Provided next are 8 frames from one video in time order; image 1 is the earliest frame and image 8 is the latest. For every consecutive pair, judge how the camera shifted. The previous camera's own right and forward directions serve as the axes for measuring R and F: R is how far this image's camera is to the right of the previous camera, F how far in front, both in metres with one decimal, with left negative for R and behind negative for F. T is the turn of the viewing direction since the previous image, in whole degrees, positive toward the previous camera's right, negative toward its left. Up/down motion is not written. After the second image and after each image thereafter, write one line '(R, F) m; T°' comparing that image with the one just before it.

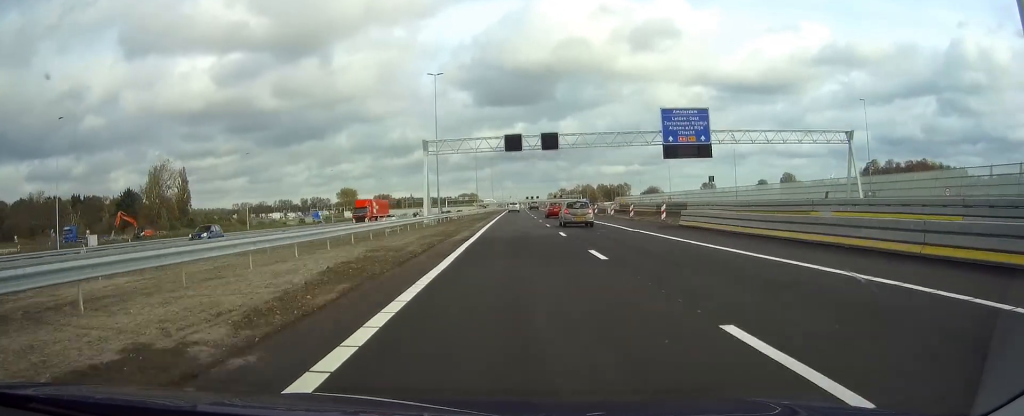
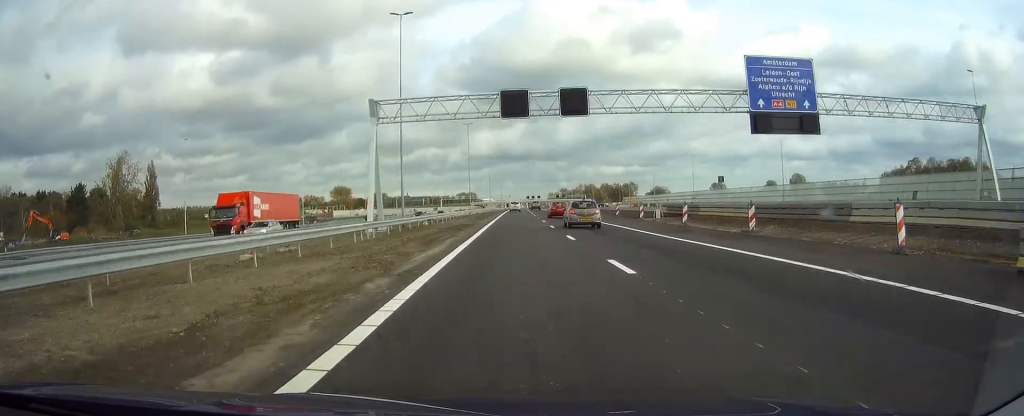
(0.0, +27.7) m; 0°
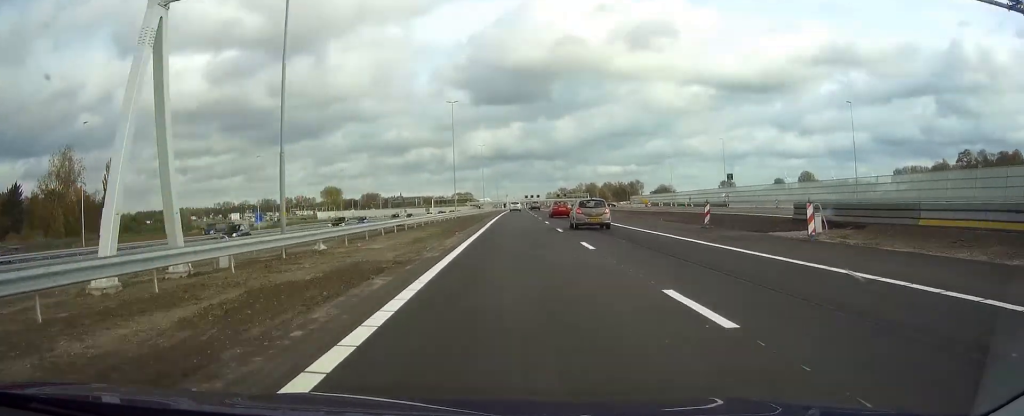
(0.0, +29.7) m; 0°
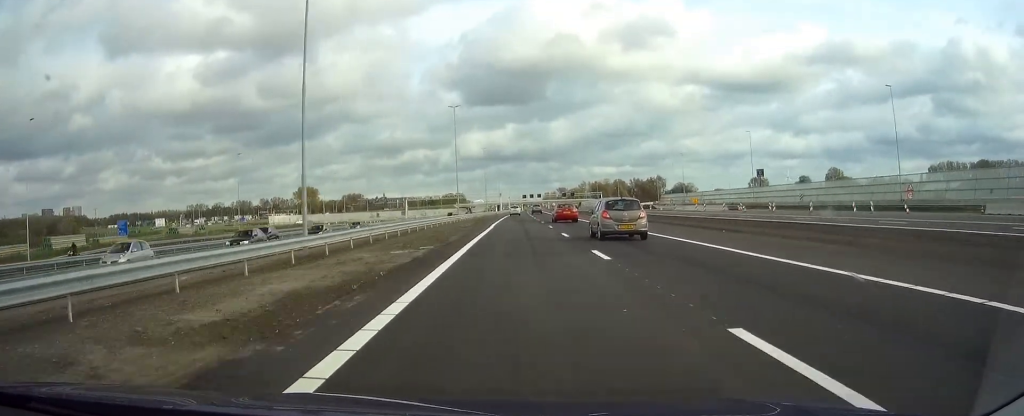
(+0.2, +75.4) m; +1°
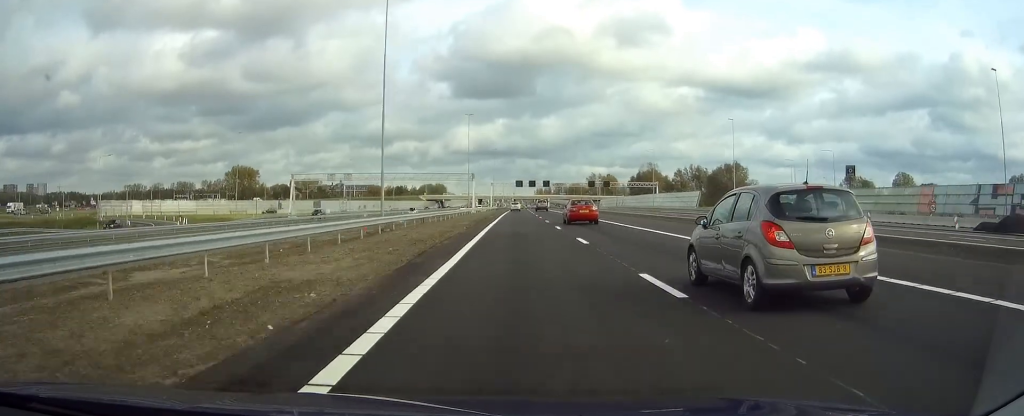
(+1.2, +138.8) m; +1°
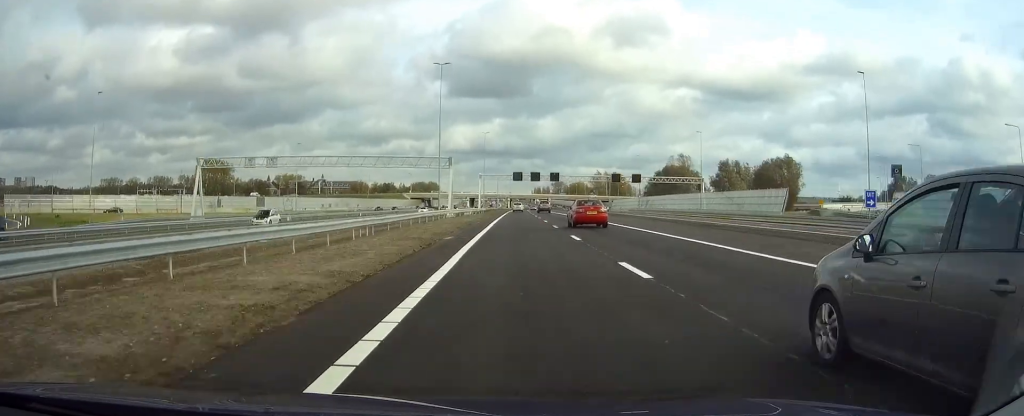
(+0.1, +45.6) m; 0°
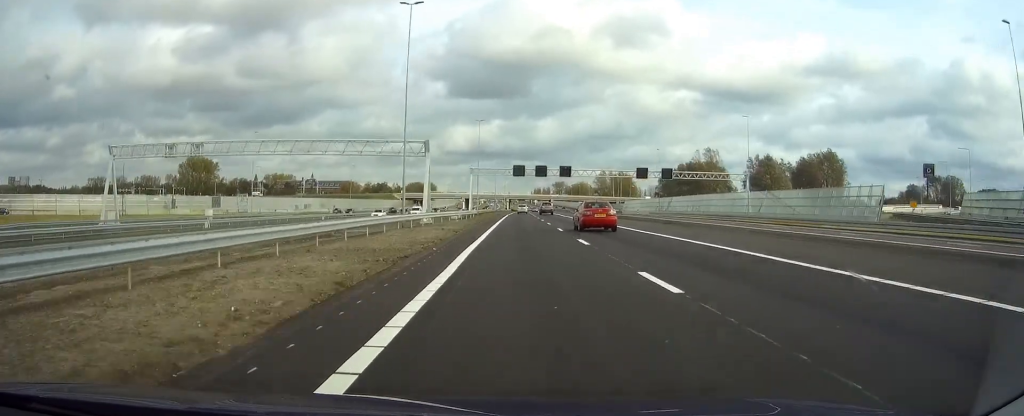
(0.0, +25.7) m; 0°
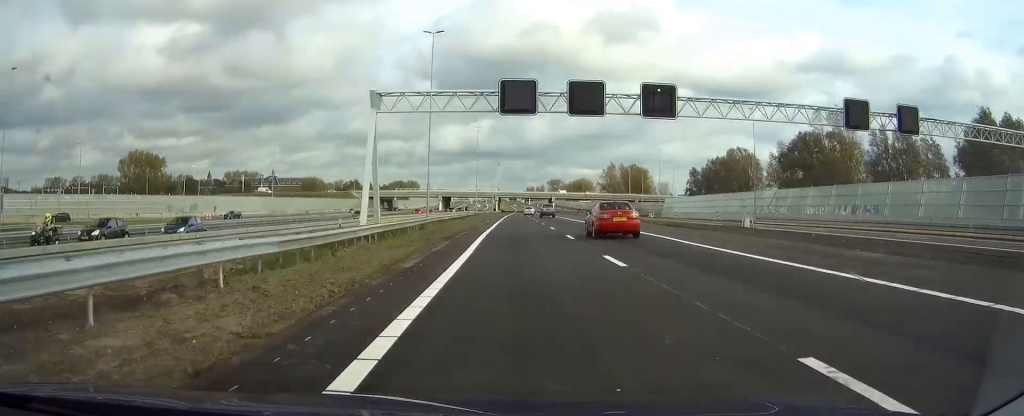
(+0.5, +67.2) m; +1°
